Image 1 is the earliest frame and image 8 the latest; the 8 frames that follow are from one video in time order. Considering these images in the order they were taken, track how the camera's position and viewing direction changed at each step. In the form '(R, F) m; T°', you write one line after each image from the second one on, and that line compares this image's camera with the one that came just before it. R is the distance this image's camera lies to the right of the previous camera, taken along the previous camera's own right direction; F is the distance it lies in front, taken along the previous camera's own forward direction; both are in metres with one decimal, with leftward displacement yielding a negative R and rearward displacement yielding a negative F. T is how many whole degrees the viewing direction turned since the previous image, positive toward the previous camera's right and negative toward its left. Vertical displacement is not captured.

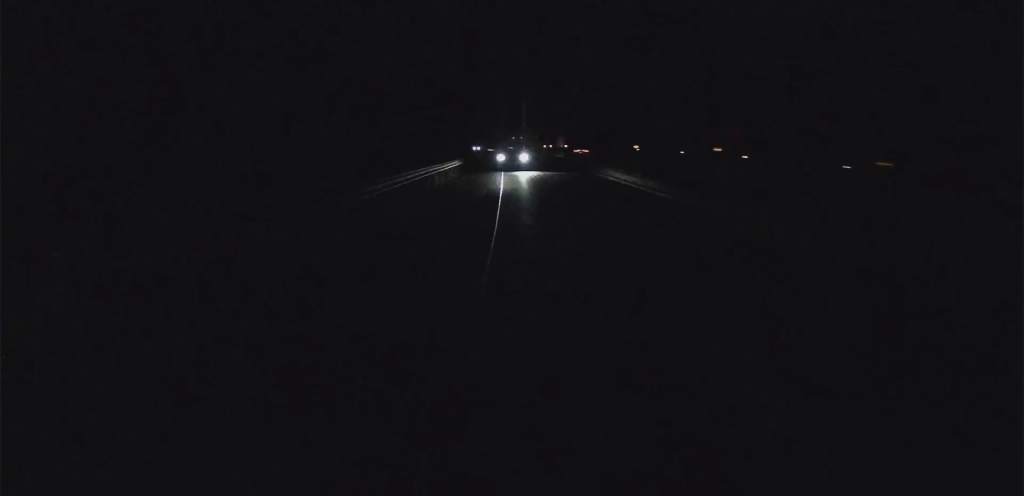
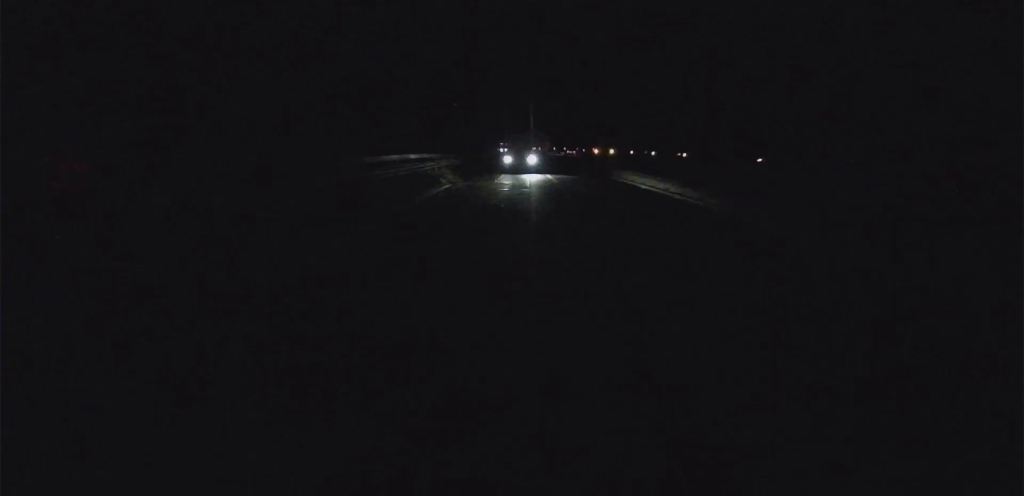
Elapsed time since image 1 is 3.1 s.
(+1.1, +74.8) m; +1°
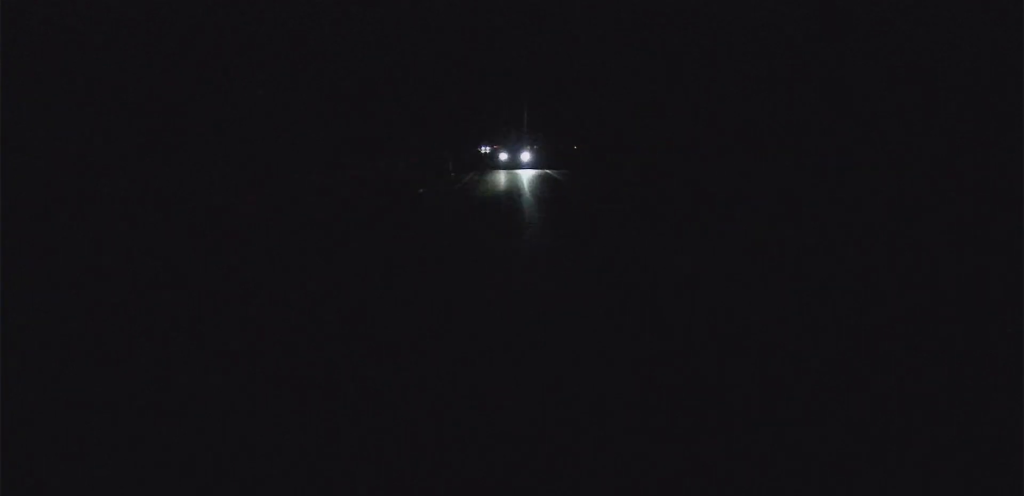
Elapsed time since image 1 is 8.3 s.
(+3.1, +150.3) m; +2°
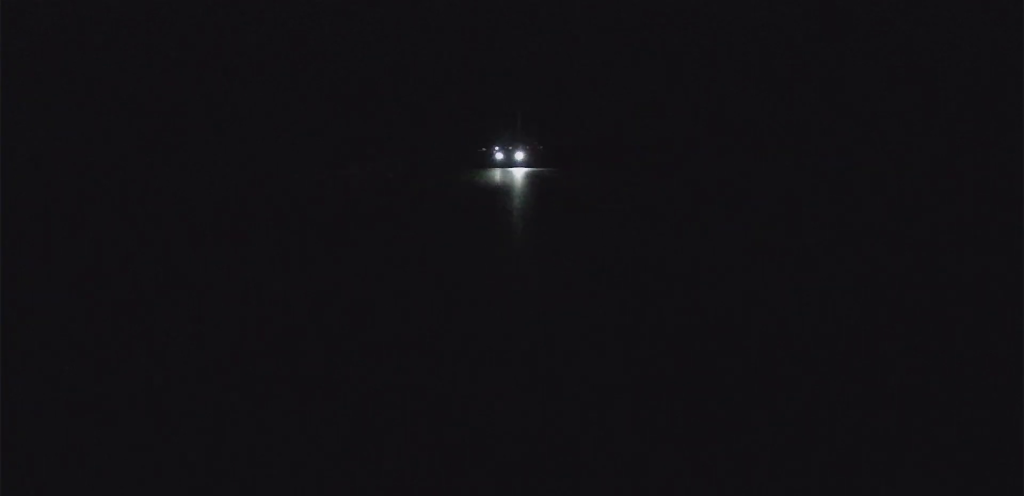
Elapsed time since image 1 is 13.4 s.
(+2.0, +151.1) m; +1°
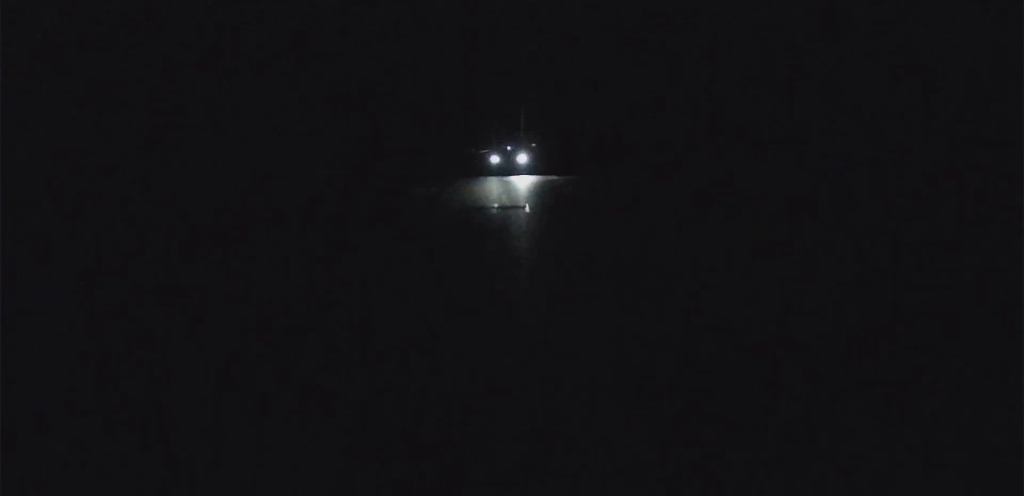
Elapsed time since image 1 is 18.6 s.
(+1.3, +116.1) m; 0°
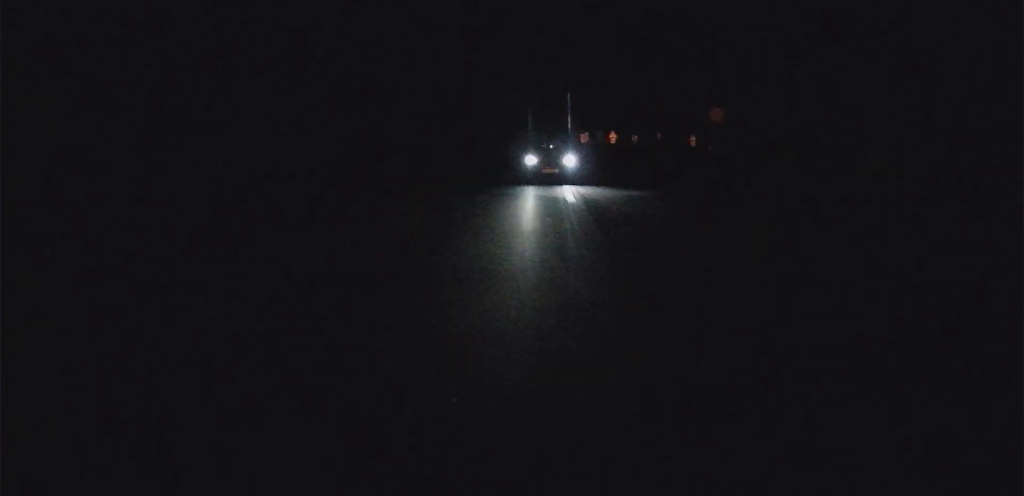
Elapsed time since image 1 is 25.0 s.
(-2.3, +141.5) m; -2°
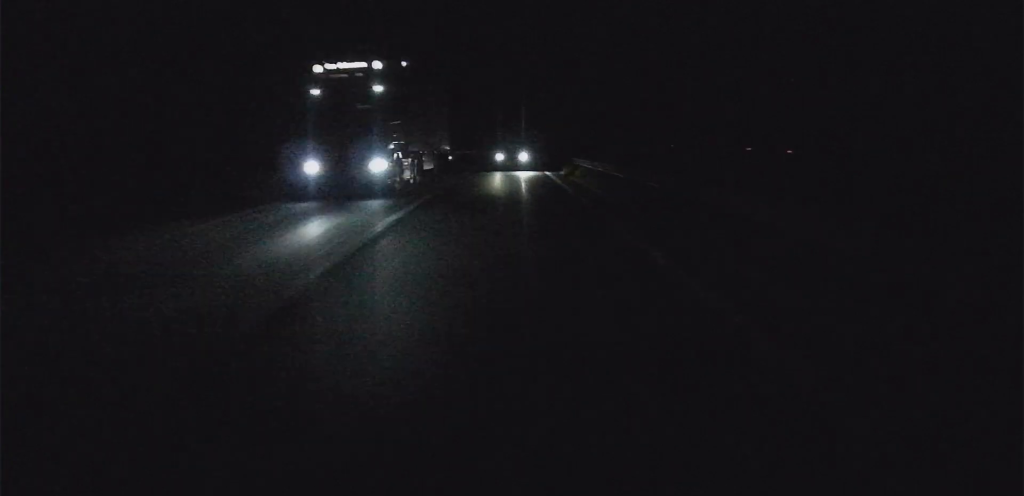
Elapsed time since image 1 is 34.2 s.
(-11.2, +264.6) m; -5°
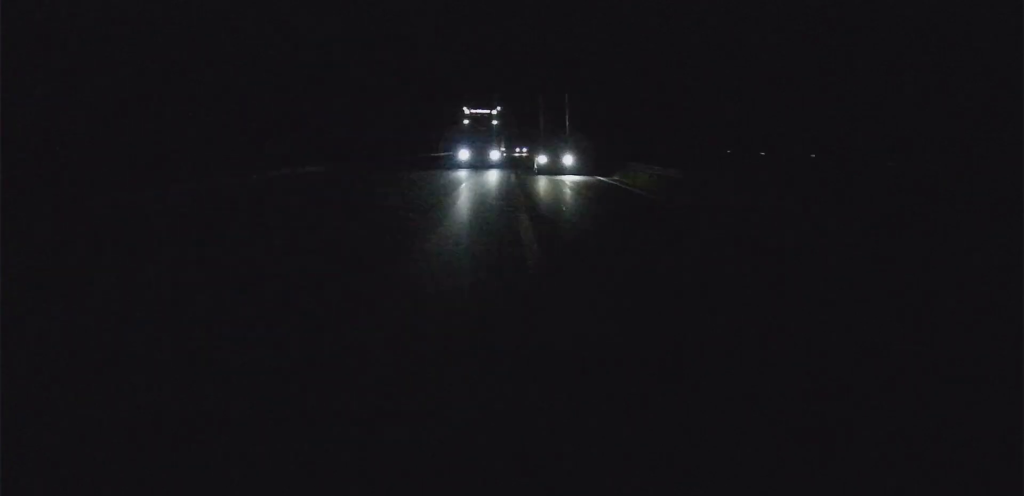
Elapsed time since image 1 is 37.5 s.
(-0.3, +103.6) m; -3°
